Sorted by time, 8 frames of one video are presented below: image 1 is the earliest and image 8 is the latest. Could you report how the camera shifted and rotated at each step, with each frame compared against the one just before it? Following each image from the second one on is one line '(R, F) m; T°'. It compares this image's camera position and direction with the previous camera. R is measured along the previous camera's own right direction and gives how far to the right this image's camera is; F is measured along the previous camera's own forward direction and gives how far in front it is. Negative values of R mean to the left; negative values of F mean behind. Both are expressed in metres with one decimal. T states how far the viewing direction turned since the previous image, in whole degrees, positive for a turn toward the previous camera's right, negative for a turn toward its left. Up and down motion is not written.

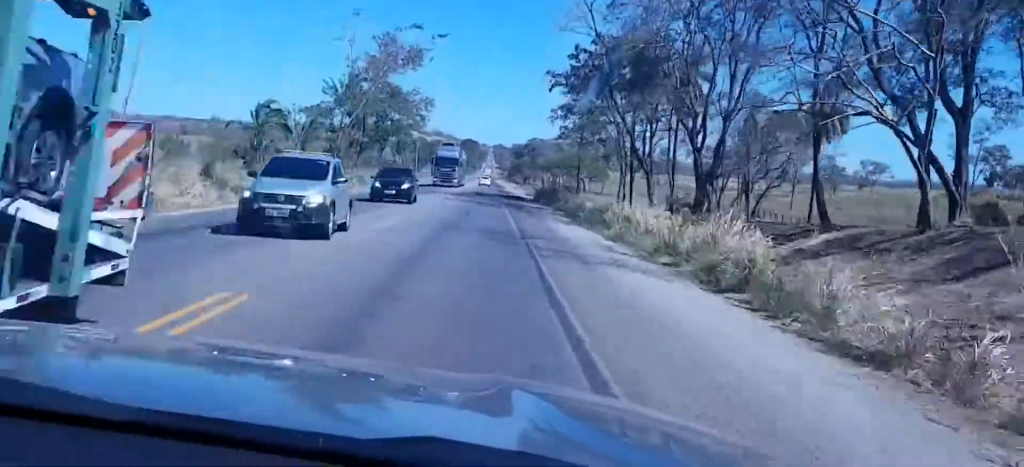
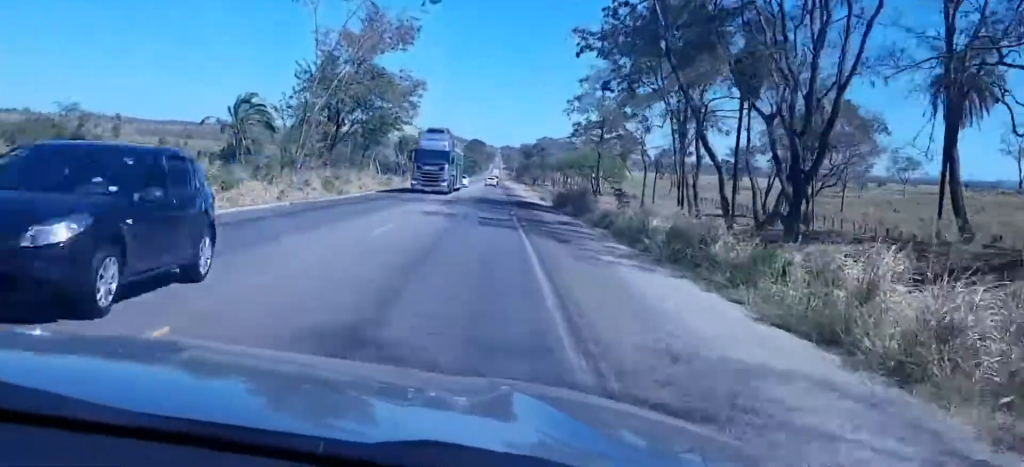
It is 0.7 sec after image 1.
(+0.4, +18.4) m; +1°
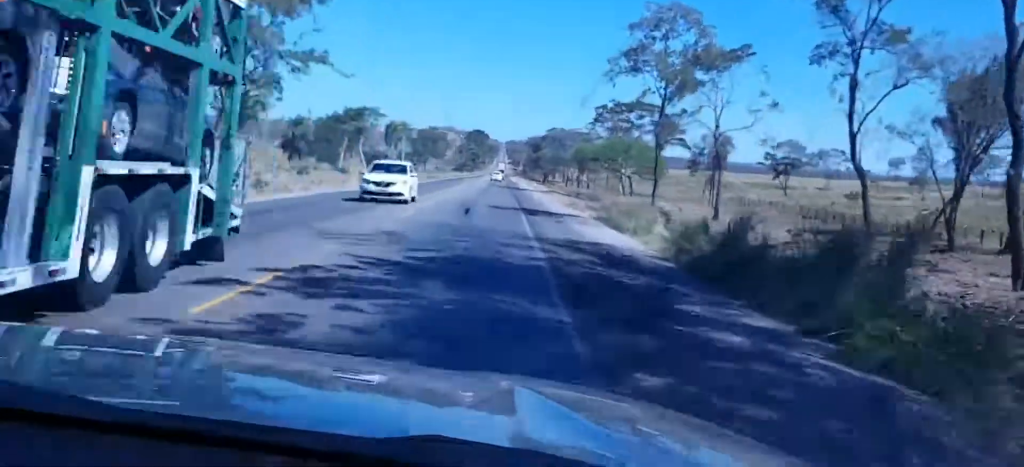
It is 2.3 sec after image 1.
(-0.1, +44.9) m; -1°
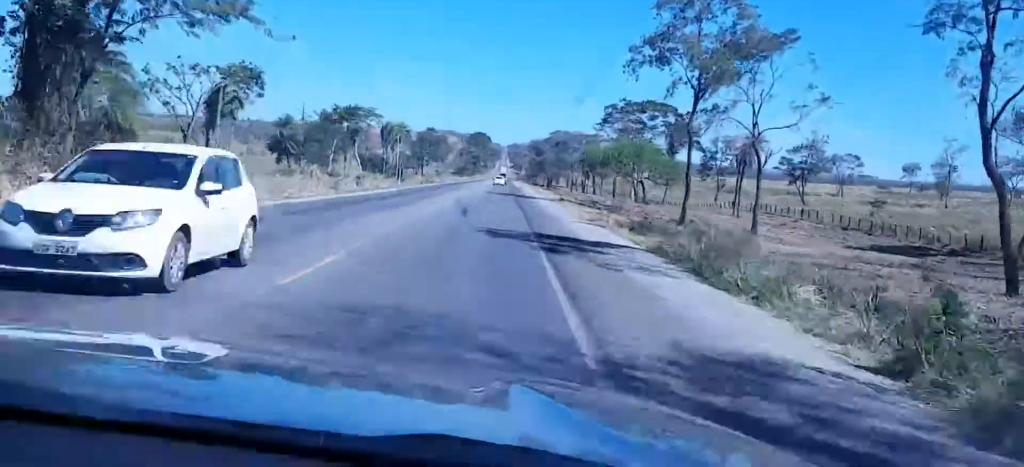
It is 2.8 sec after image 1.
(-0.3, +13.4) m; 0°
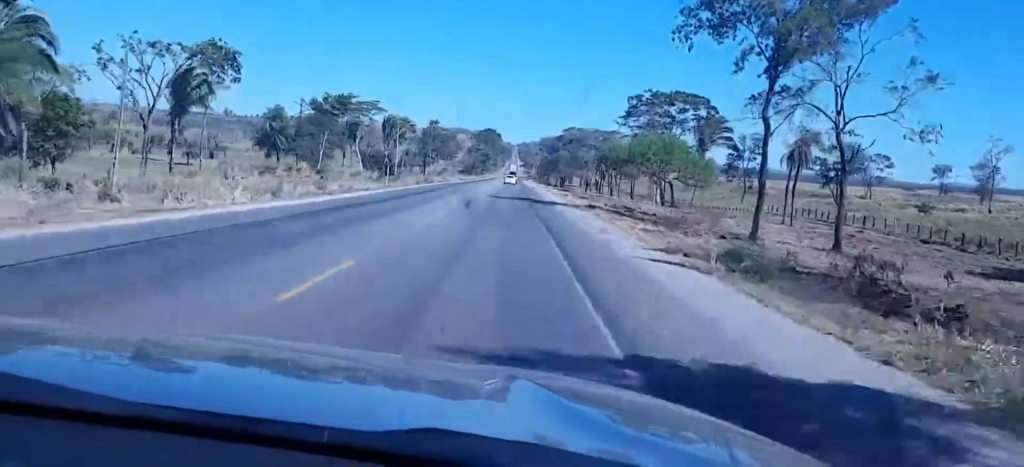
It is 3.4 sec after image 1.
(0.0, +18.2) m; 0°
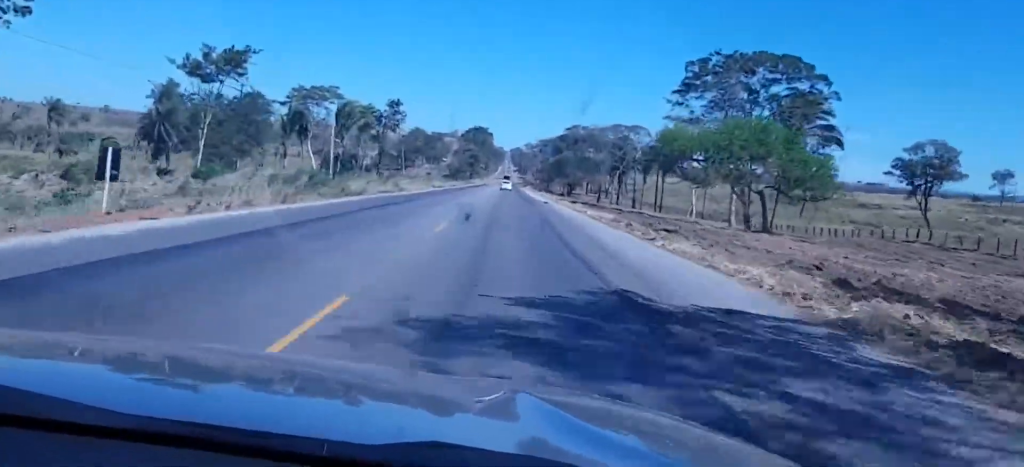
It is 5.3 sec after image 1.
(+0.2, +54.3) m; 0°
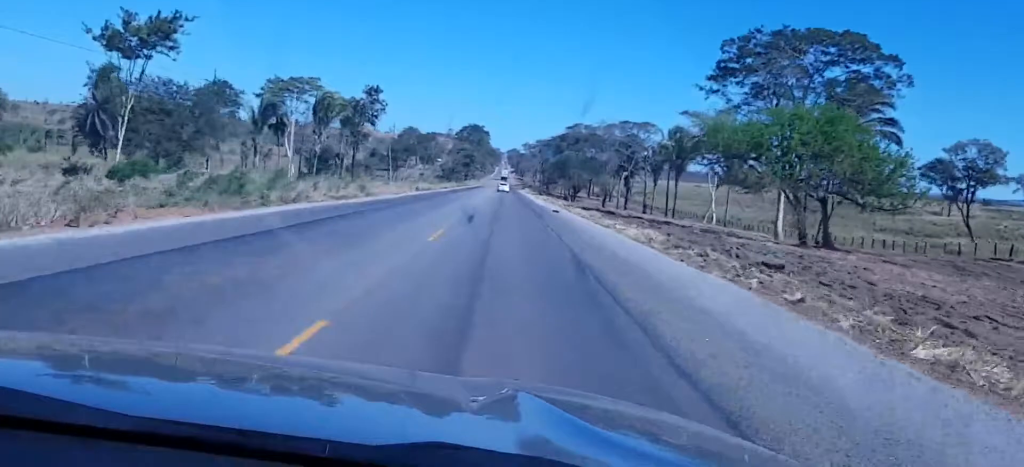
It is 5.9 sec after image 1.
(-0.2, +18.4) m; 0°
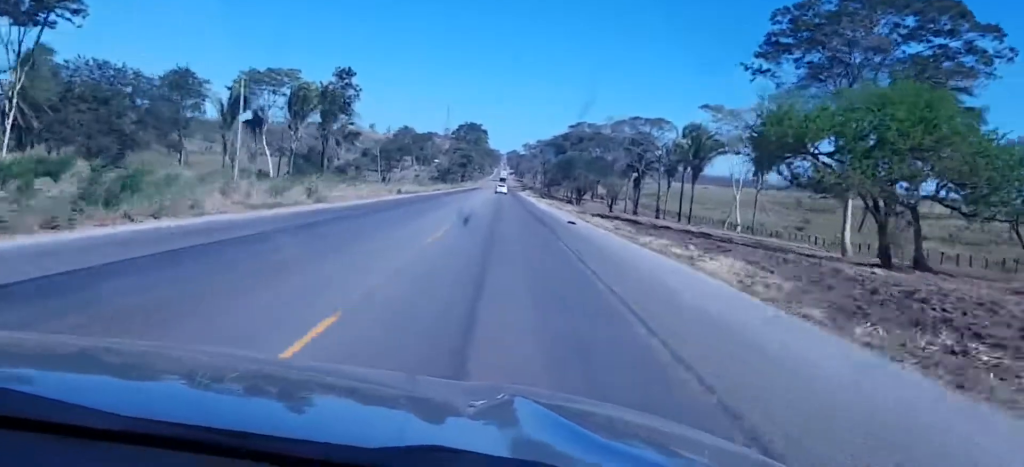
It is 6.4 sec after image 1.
(+0.2, +16.2) m; 0°
